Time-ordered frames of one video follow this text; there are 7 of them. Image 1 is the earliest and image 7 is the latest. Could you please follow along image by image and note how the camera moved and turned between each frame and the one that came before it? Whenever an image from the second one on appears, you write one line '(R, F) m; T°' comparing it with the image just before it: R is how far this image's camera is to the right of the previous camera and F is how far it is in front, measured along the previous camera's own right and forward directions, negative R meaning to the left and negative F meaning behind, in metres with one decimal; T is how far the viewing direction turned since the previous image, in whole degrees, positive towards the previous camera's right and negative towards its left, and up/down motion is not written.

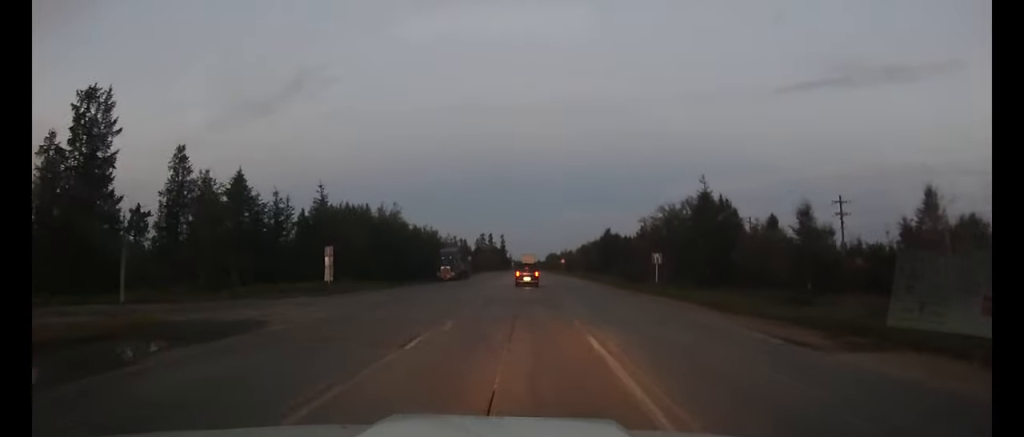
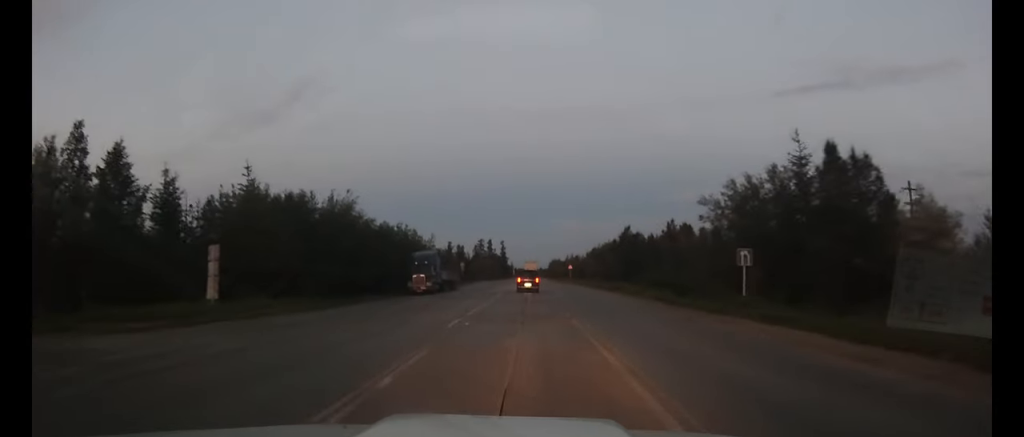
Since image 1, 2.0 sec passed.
(0.0, +16.8) m; 0°
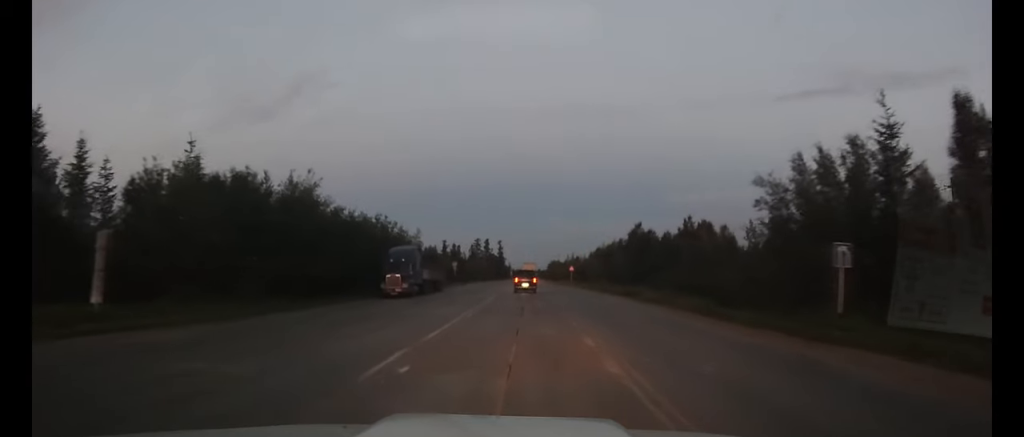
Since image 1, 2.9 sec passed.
(0.0, +8.3) m; +1°
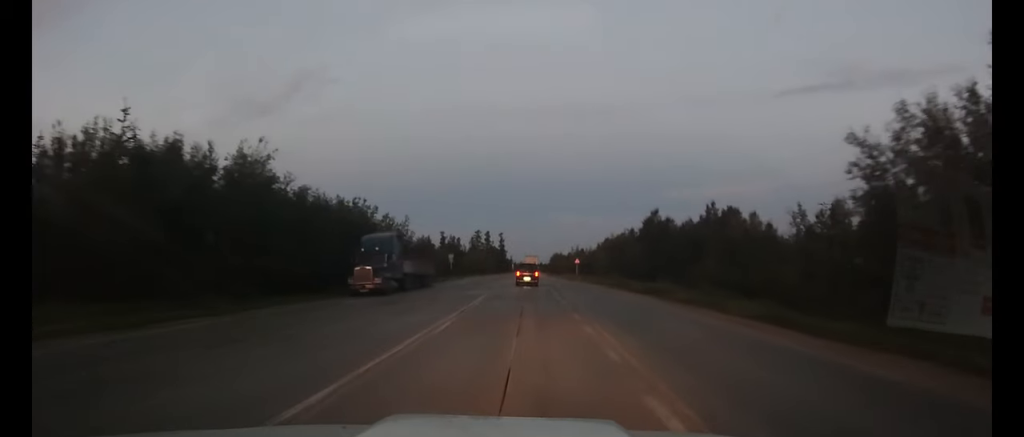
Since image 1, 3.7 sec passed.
(+0.1, +7.6) m; +2°
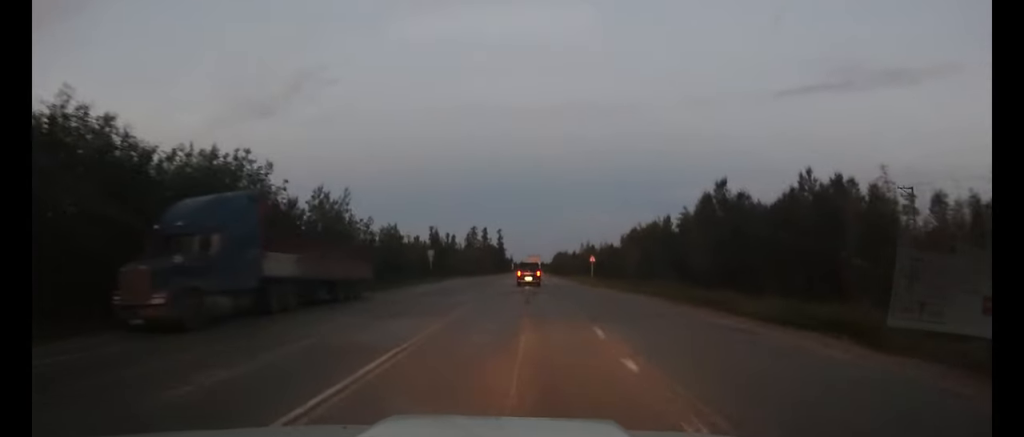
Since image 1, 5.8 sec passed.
(+0.2, +20.4) m; 0°
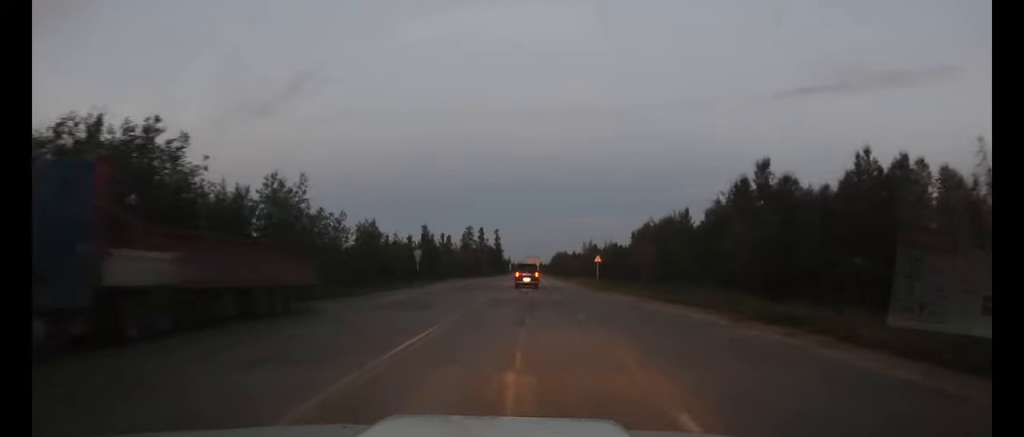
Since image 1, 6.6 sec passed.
(0.0, +8.0) m; 0°
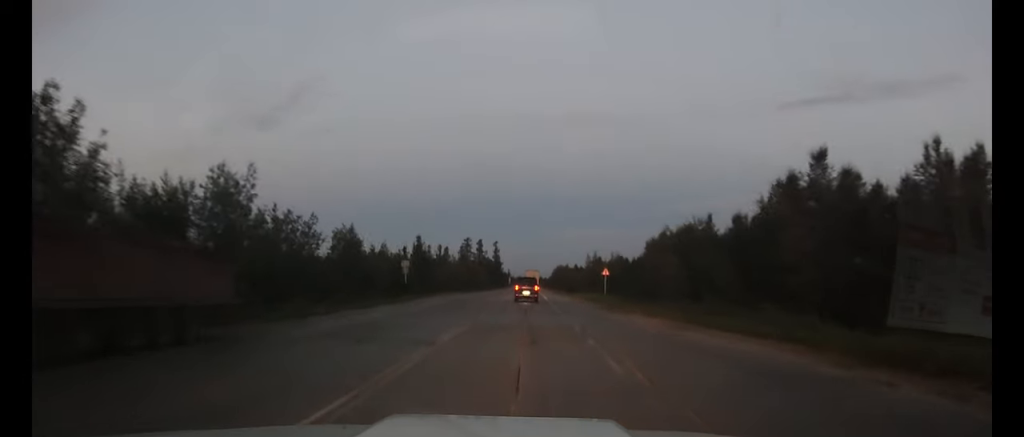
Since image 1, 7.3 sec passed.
(0.0, +6.9) m; 0°
